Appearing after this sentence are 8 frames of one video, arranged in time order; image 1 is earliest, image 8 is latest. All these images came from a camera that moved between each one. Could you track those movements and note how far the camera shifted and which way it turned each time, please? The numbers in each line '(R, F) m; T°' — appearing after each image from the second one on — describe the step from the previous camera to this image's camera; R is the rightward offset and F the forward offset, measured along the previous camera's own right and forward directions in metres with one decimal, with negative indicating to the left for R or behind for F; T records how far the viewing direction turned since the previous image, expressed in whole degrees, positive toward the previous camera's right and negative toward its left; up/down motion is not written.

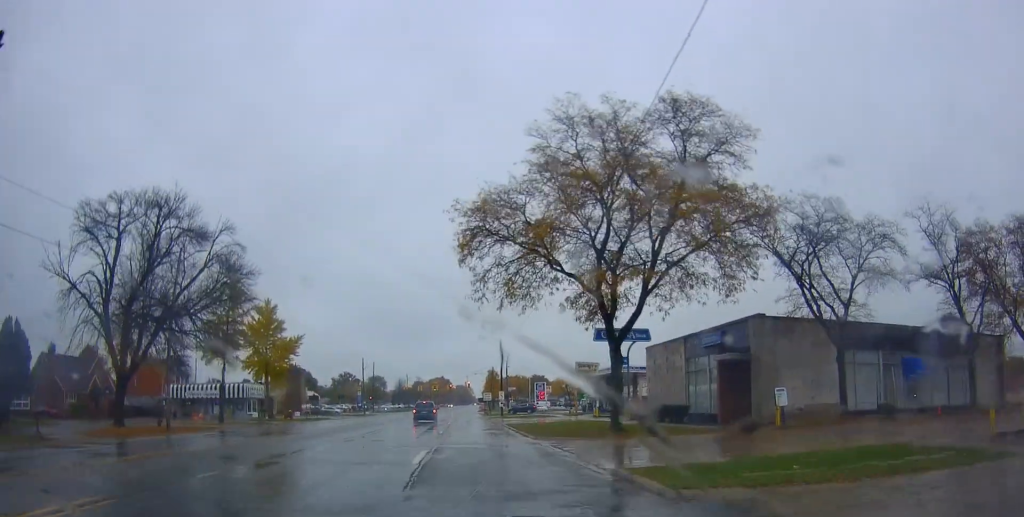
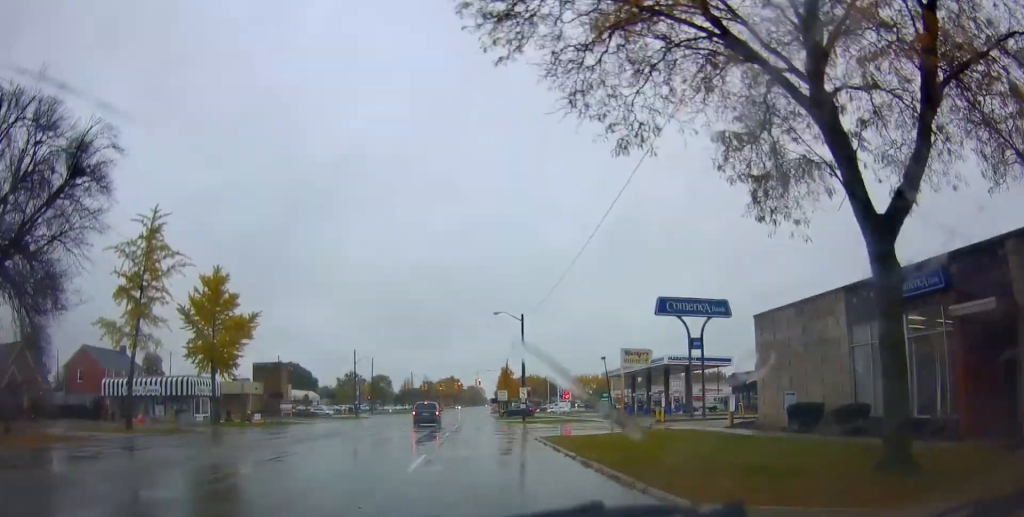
(-0.4, +17.9) m; -2°
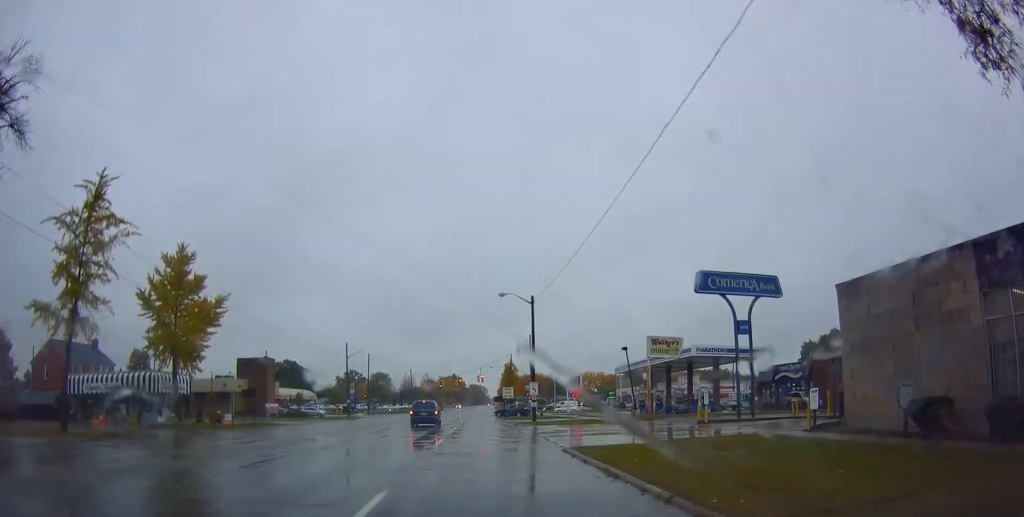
(0.0, +7.9) m; 0°
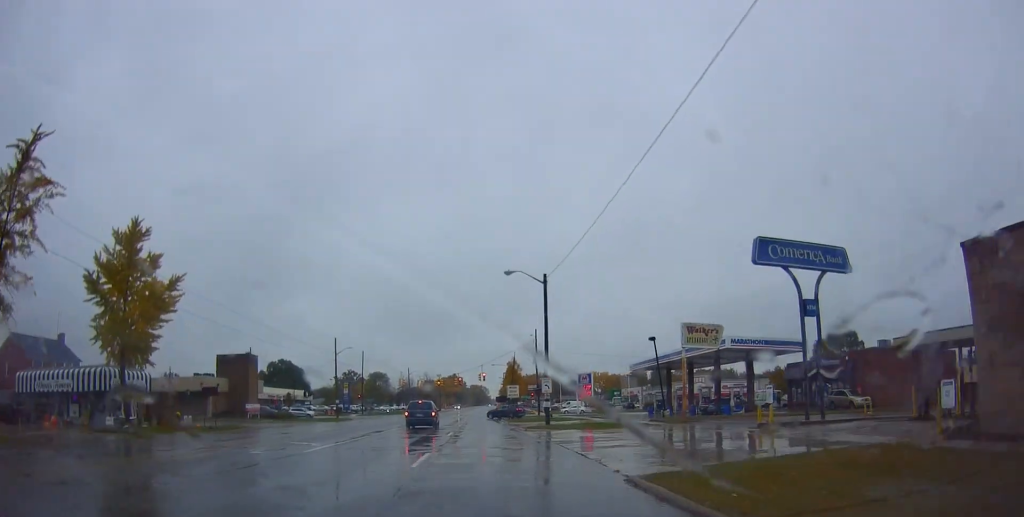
(0.0, +7.7) m; +1°
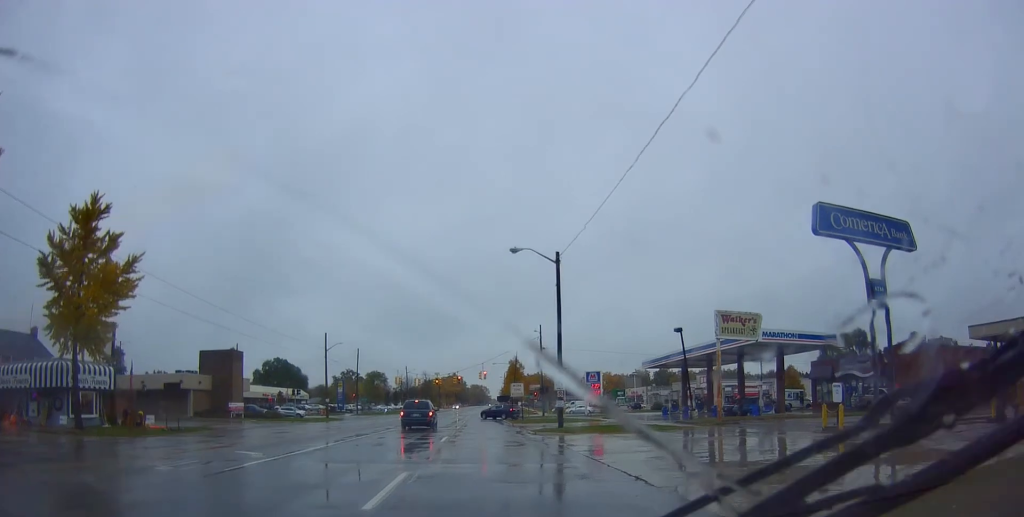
(-0.1, +5.9) m; +1°
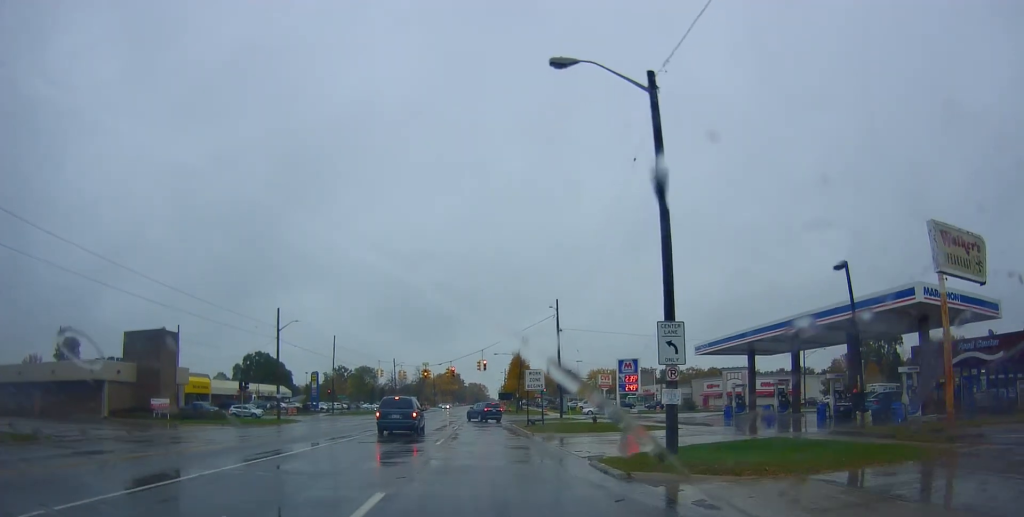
(+0.2, +18.9) m; 0°
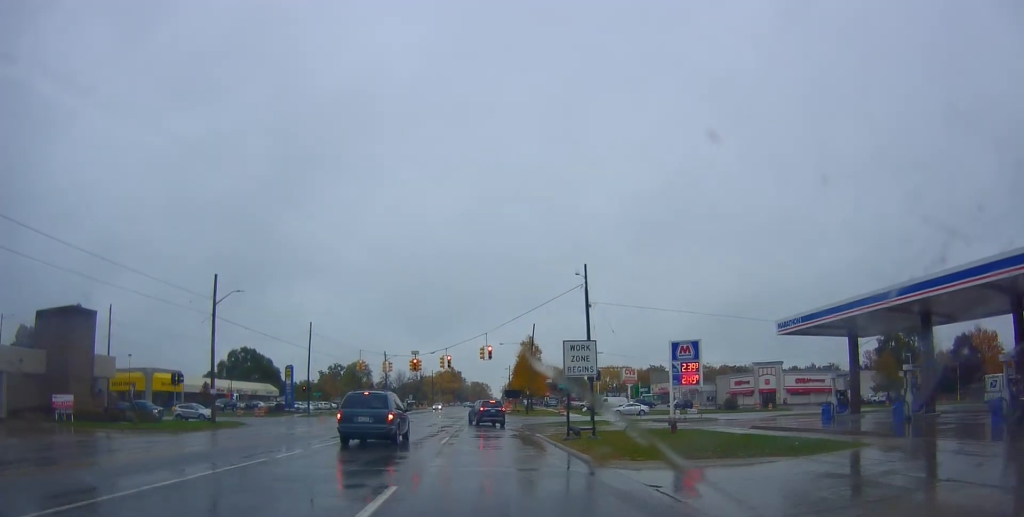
(-0.1, +16.4) m; -5°
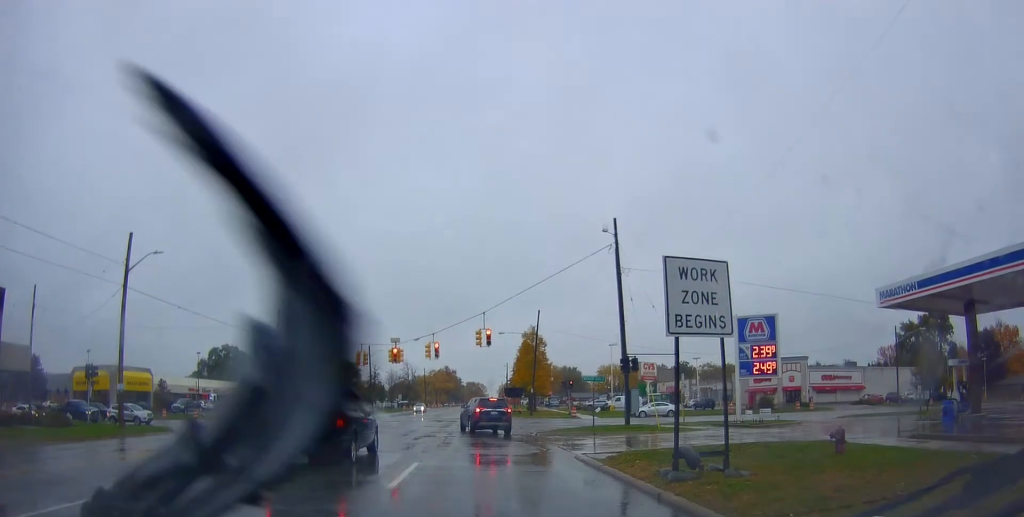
(-0.8, +13.3) m; +2°
